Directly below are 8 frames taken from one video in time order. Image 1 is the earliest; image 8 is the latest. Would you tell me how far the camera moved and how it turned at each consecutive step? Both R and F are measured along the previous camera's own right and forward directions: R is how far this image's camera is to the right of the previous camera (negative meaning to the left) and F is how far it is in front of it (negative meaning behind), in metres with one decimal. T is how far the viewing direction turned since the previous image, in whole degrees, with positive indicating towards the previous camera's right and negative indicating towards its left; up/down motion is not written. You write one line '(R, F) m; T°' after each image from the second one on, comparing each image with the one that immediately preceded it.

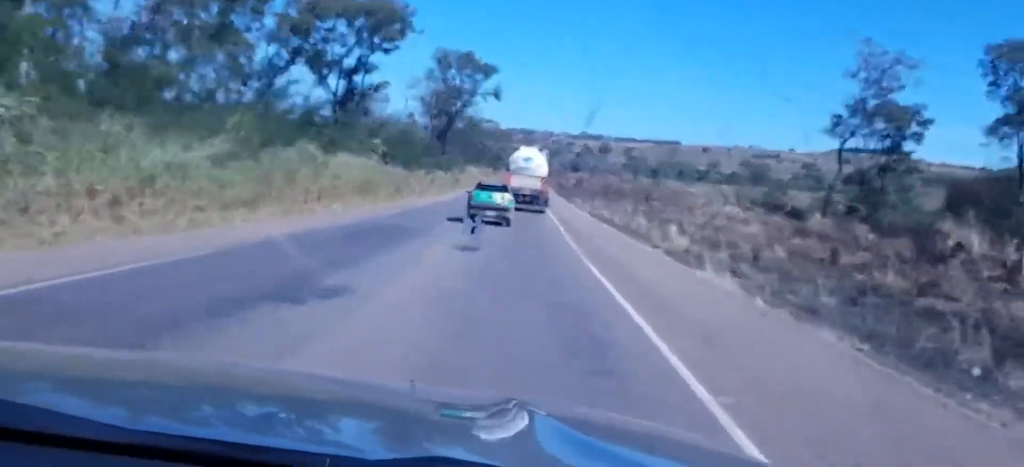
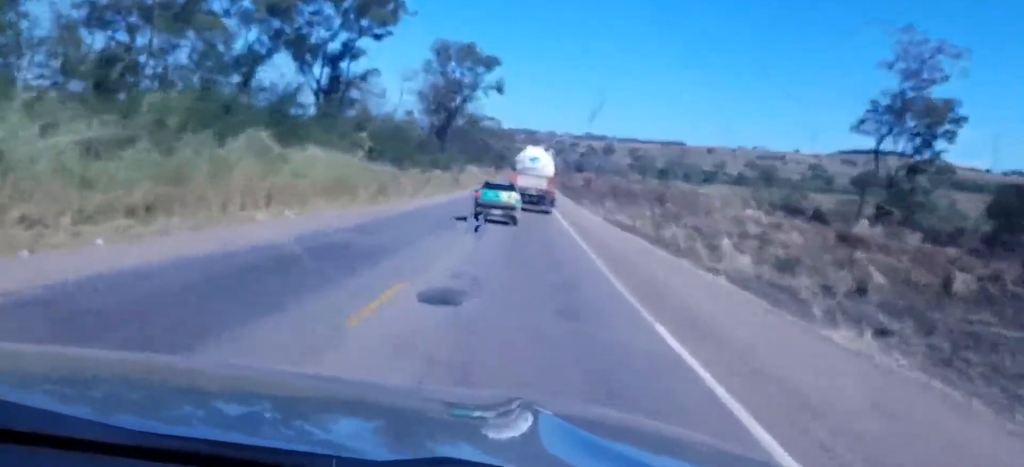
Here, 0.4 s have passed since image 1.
(-0.2, +9.1) m; 0°
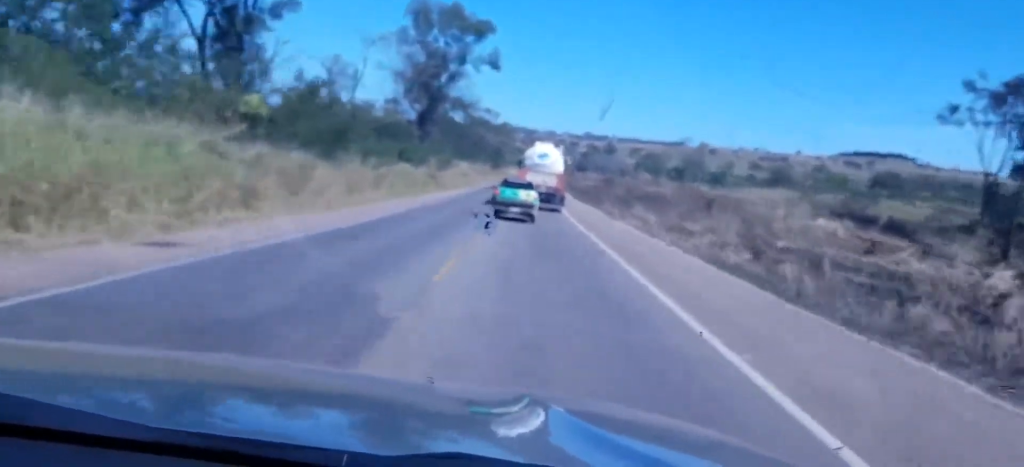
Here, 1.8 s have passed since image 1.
(+0.3, +28.1) m; +1°
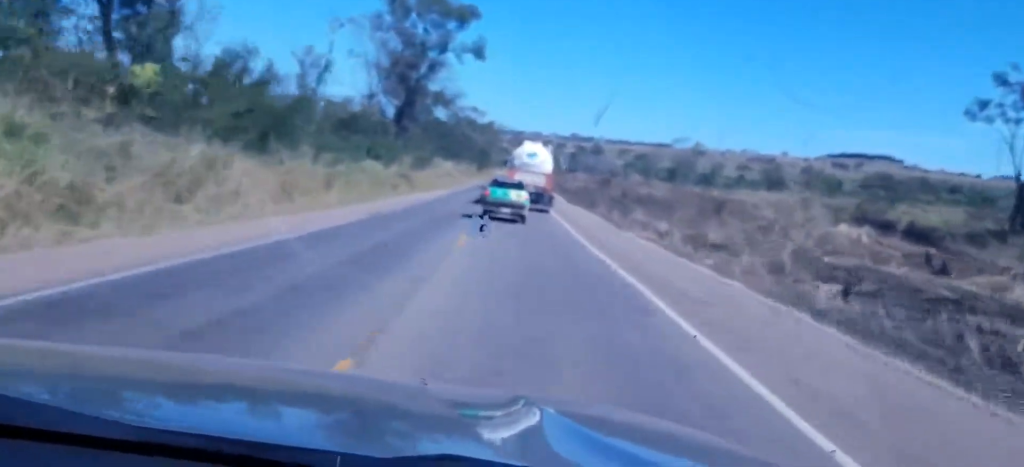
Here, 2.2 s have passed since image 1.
(-0.3, +10.2) m; +1°
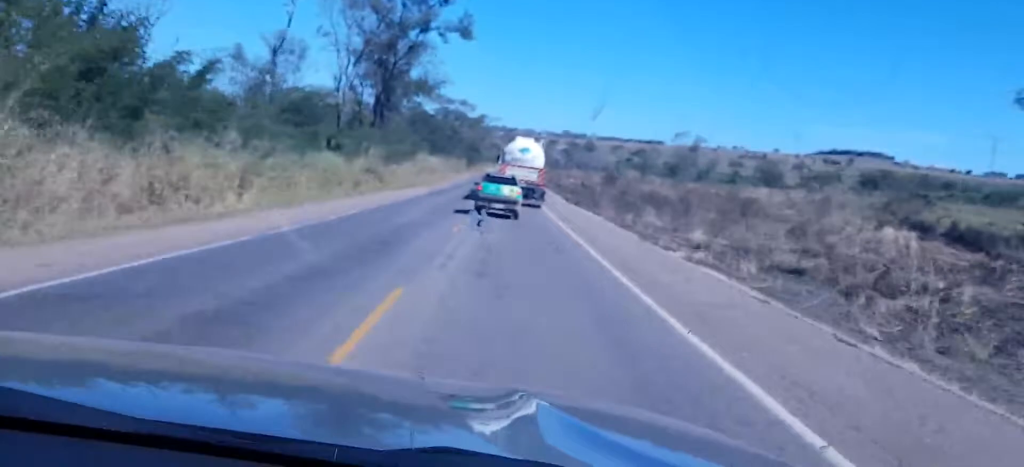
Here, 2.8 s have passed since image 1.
(+0.3, +11.9) m; +1°
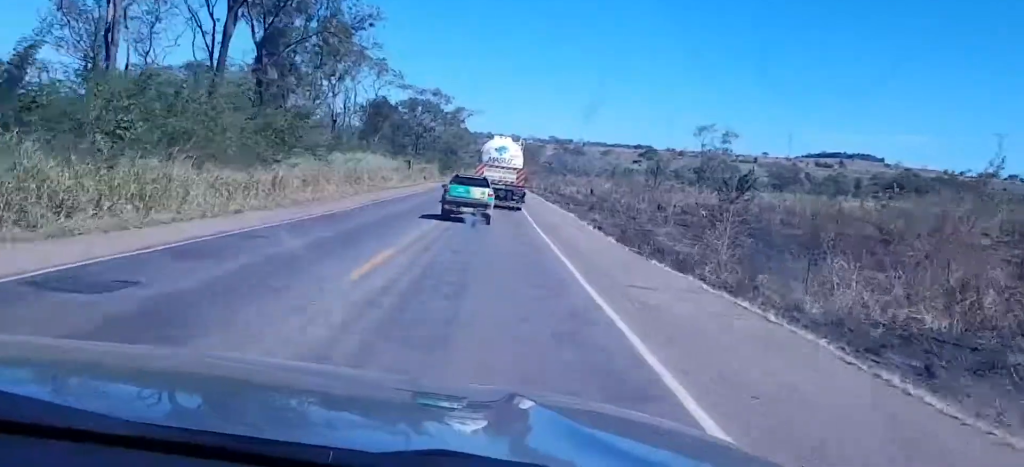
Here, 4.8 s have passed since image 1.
(+1.0, +42.8) m; 0°
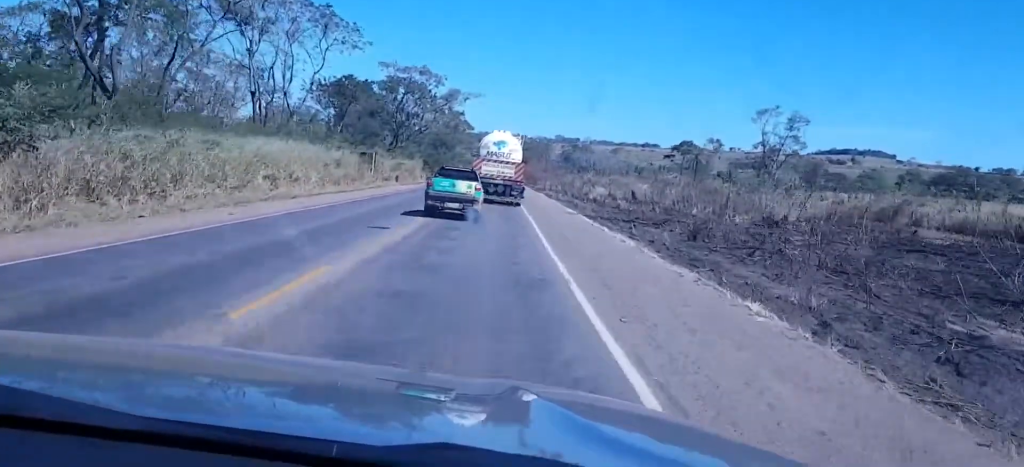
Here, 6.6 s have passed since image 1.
(-0.6, +37.0) m; -1°
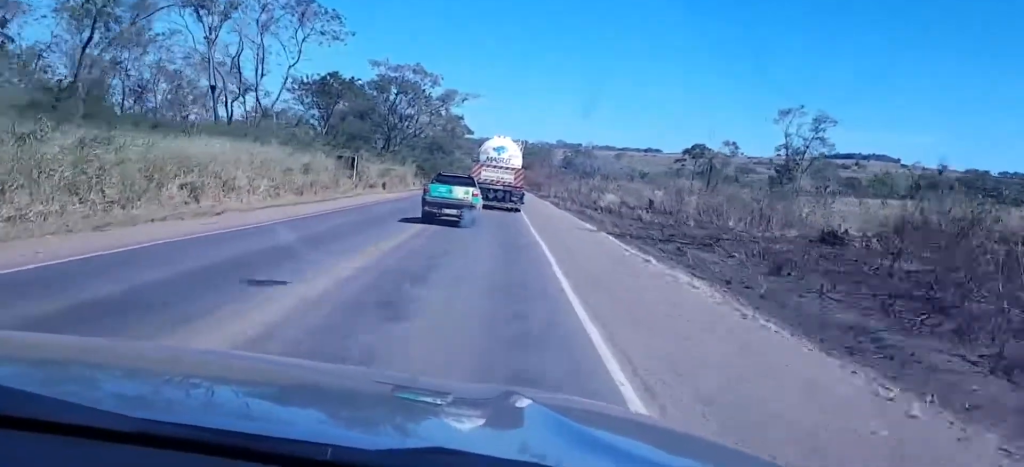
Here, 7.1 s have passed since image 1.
(0.0, +9.6) m; 0°
